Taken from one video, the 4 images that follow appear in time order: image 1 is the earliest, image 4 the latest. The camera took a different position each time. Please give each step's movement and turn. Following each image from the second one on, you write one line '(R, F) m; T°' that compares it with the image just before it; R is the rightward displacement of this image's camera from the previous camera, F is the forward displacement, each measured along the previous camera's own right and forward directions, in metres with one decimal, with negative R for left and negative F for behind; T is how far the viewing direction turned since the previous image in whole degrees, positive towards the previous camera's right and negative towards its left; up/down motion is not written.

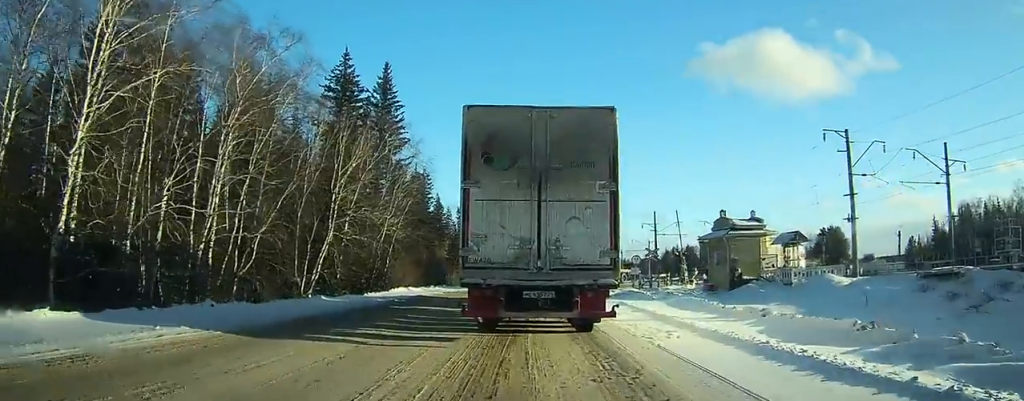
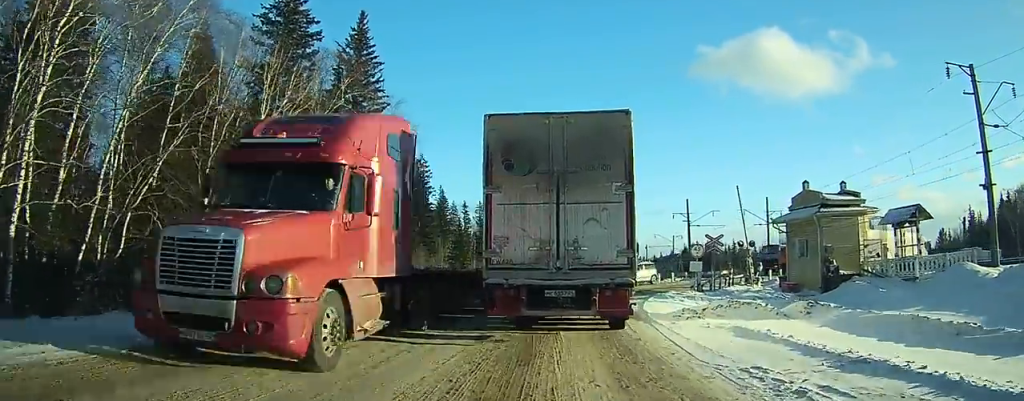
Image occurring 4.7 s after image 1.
(+0.4, +13.6) m; +1°
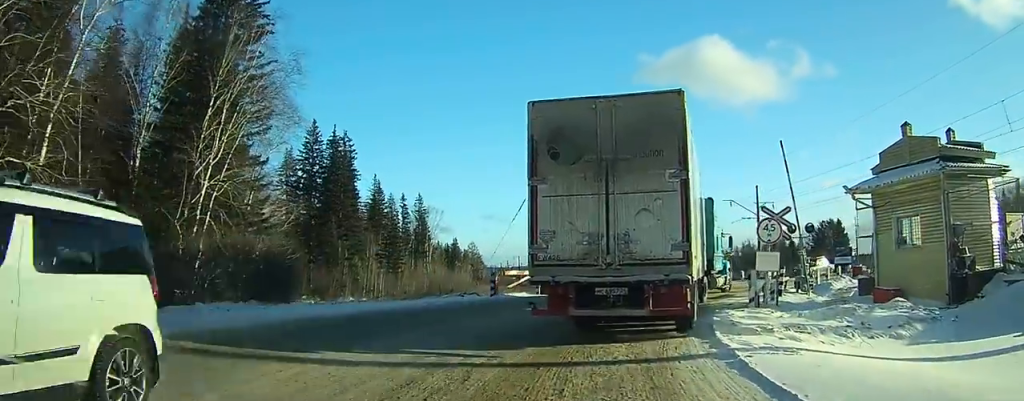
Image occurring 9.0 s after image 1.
(0.0, +13.5) m; +5°
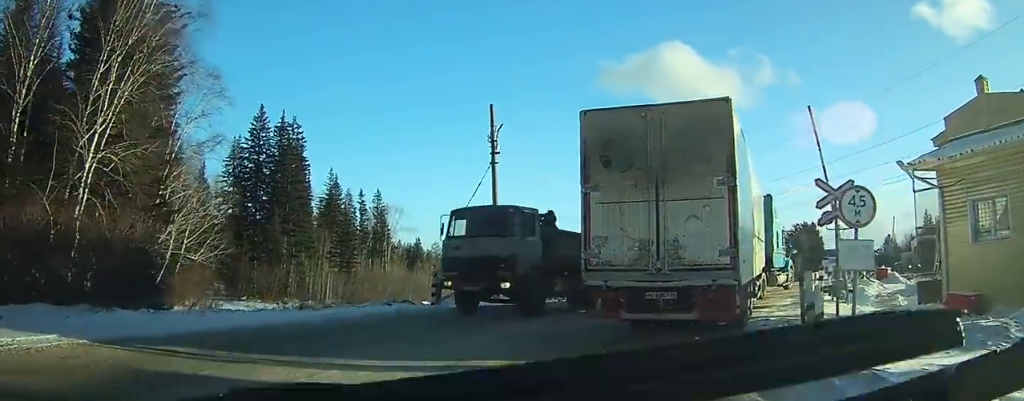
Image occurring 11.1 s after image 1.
(+0.4, +6.3) m; +6°
